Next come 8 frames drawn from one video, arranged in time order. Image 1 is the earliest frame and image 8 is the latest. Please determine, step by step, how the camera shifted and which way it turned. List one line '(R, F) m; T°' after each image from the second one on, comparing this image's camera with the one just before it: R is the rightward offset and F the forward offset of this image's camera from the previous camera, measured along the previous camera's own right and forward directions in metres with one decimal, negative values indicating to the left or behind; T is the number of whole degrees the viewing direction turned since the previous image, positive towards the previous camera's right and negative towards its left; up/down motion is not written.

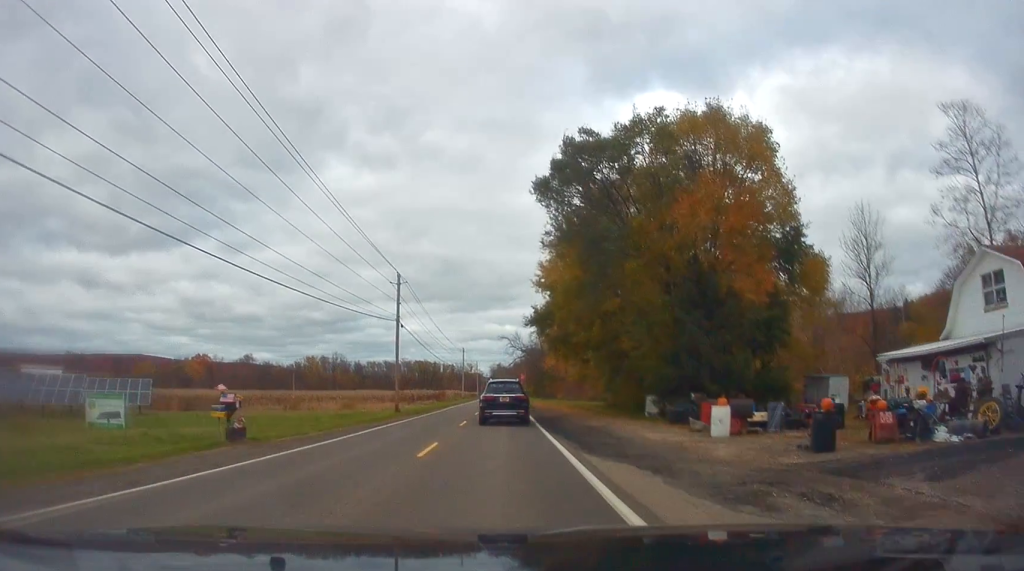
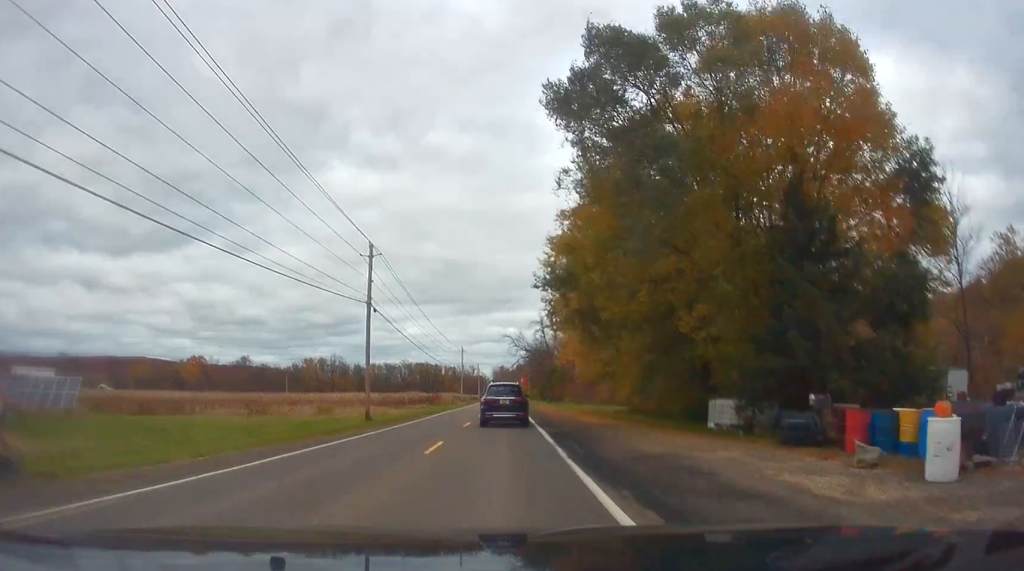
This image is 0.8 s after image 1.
(0.0, +10.5) m; 0°
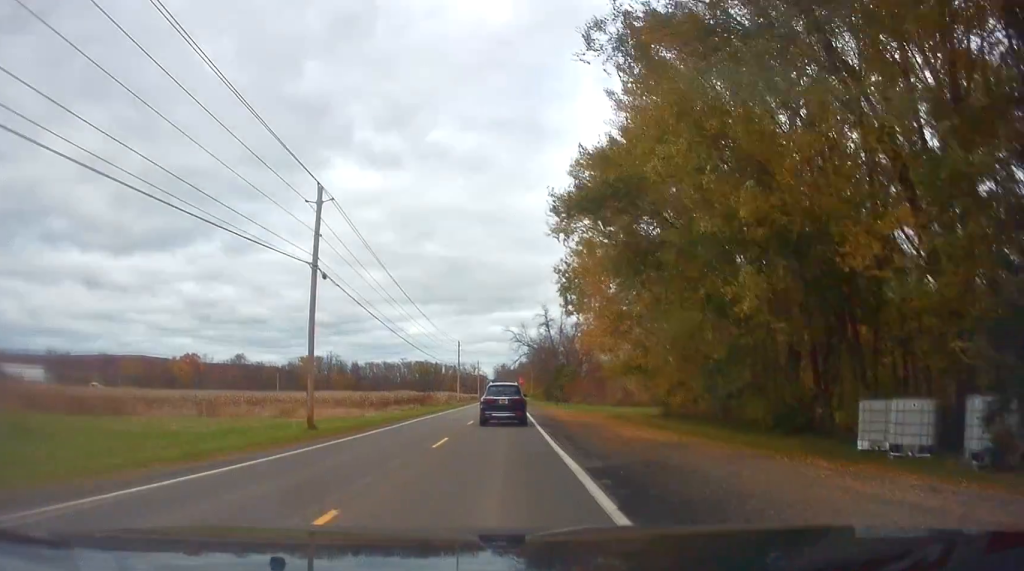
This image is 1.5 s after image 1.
(0.0, +10.6) m; -1°
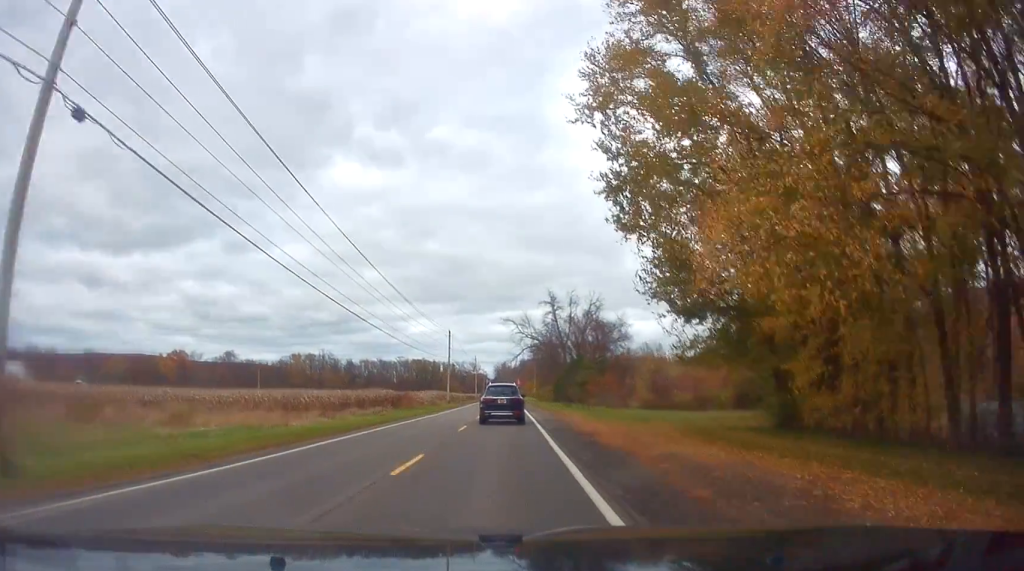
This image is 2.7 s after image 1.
(-0.3, +16.8) m; -1°
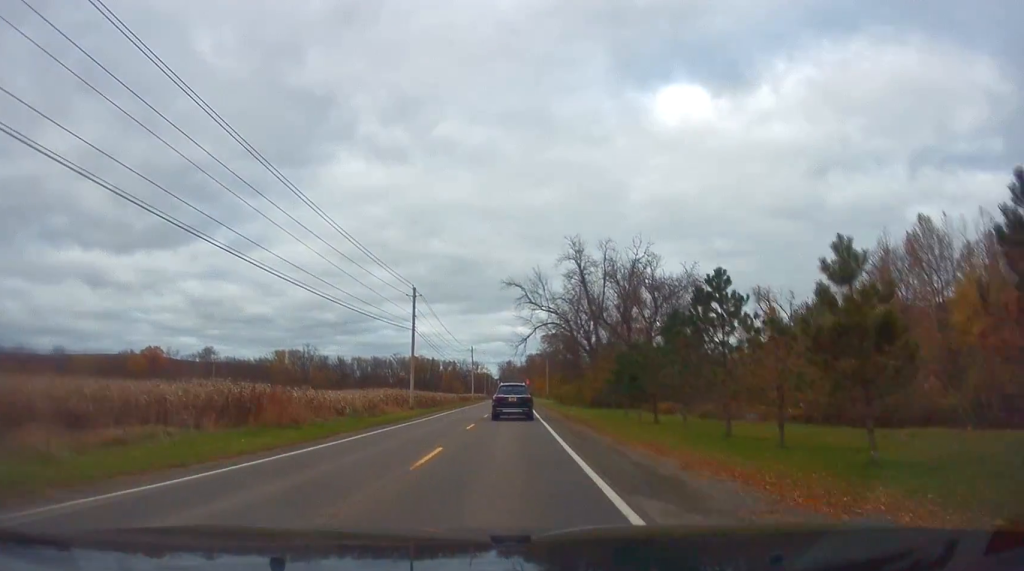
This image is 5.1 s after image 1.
(+0.7, +33.9) m; +2°
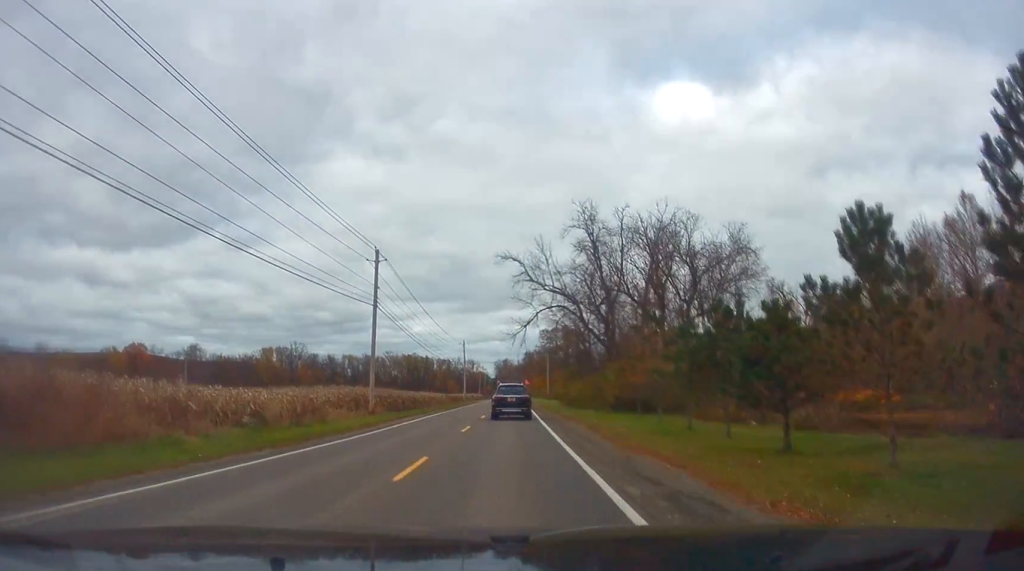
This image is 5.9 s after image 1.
(+0.1, +13.2) m; -1°
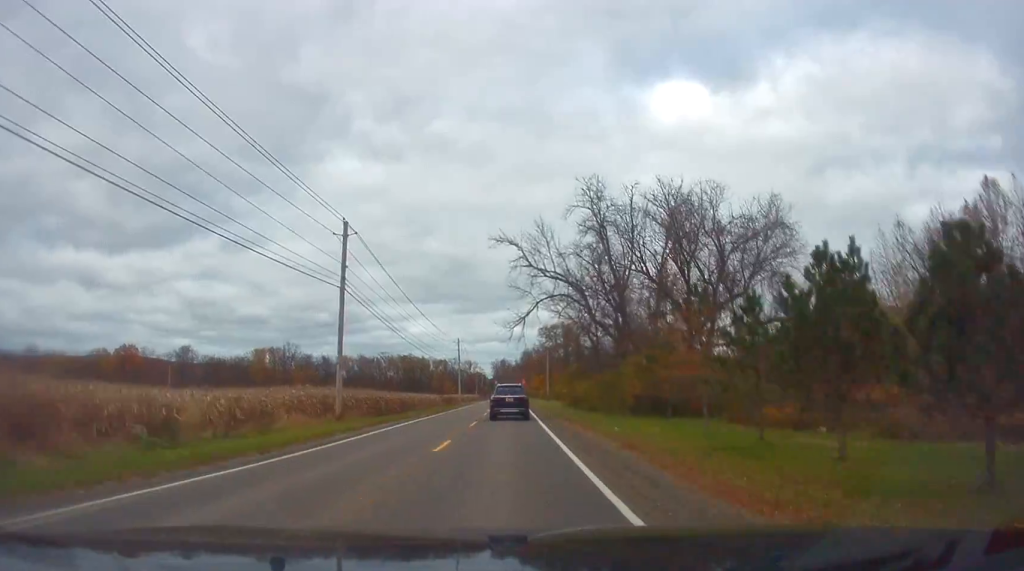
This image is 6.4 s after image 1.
(0.0, +6.8) m; 0°
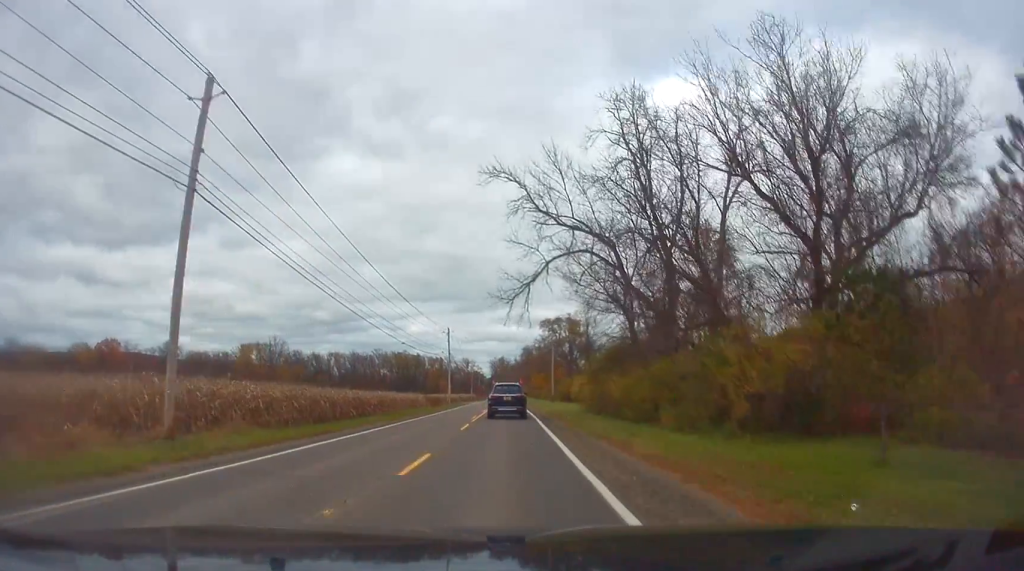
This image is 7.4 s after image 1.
(-0.1, +15.9) m; +1°
